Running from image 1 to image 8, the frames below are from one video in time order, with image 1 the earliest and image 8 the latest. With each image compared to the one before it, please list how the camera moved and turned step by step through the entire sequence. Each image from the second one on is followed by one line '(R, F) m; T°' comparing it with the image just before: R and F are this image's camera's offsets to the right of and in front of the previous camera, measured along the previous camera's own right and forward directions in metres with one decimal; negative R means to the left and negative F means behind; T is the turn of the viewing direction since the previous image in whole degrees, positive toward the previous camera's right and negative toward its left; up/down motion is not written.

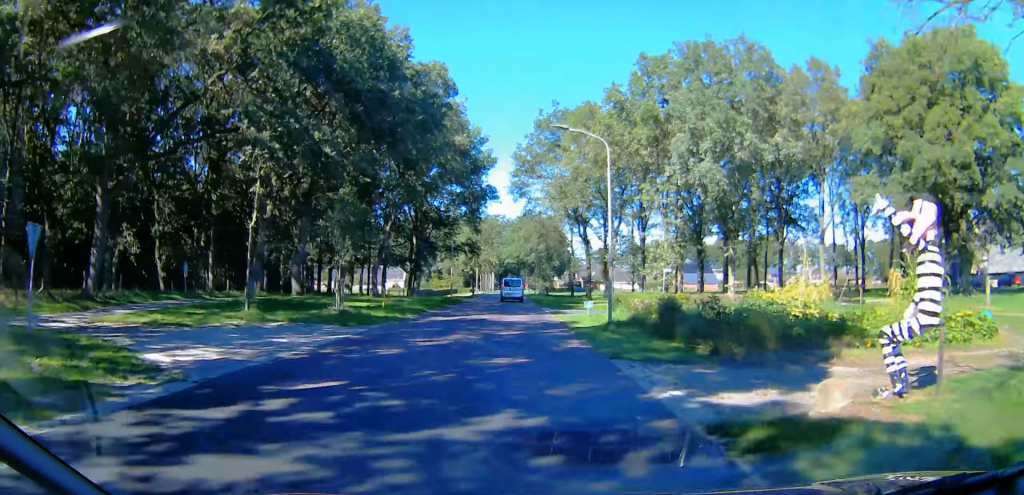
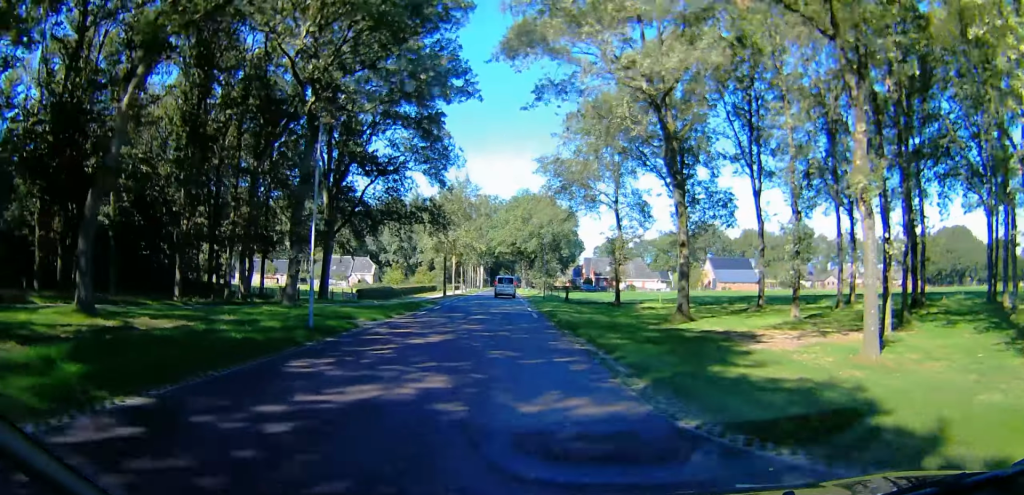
(+0.7, +34.7) m; +1°
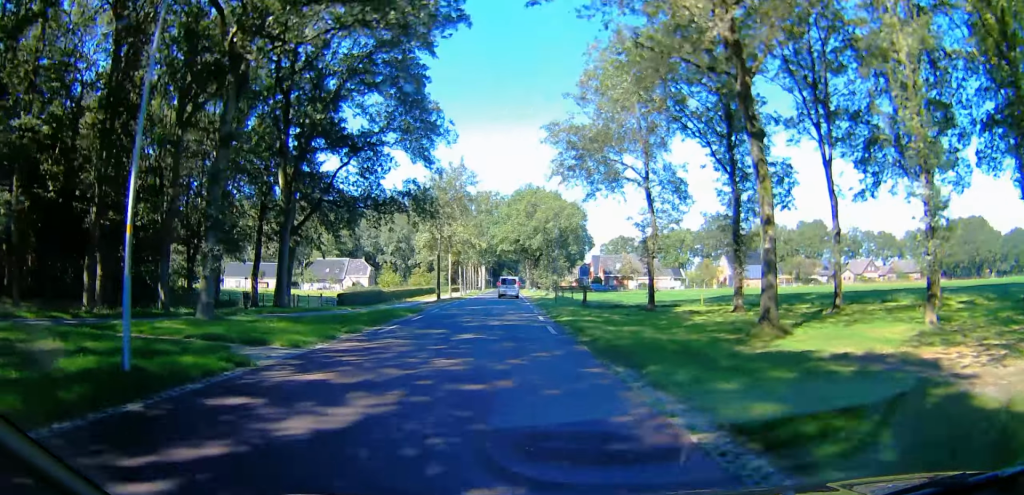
(0.0, +8.6) m; +1°
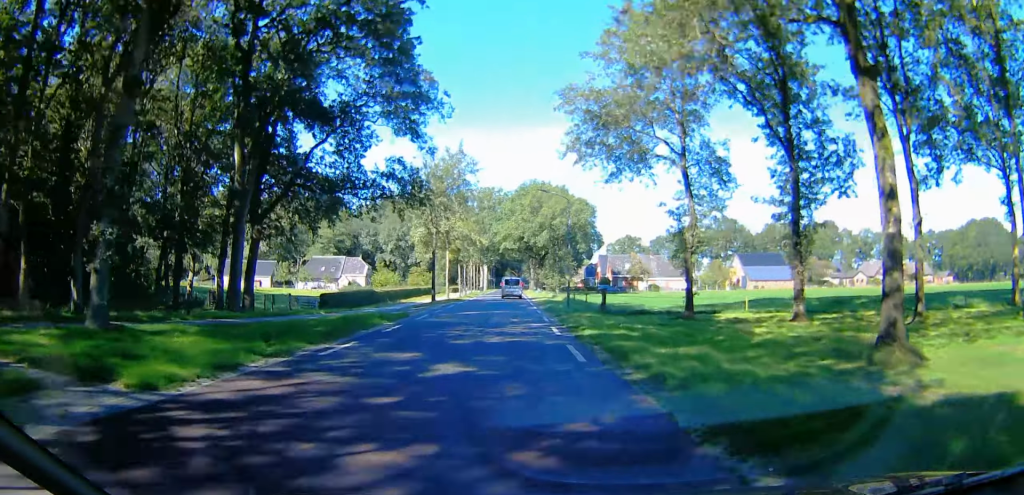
(-0.1, +6.2) m; +1°
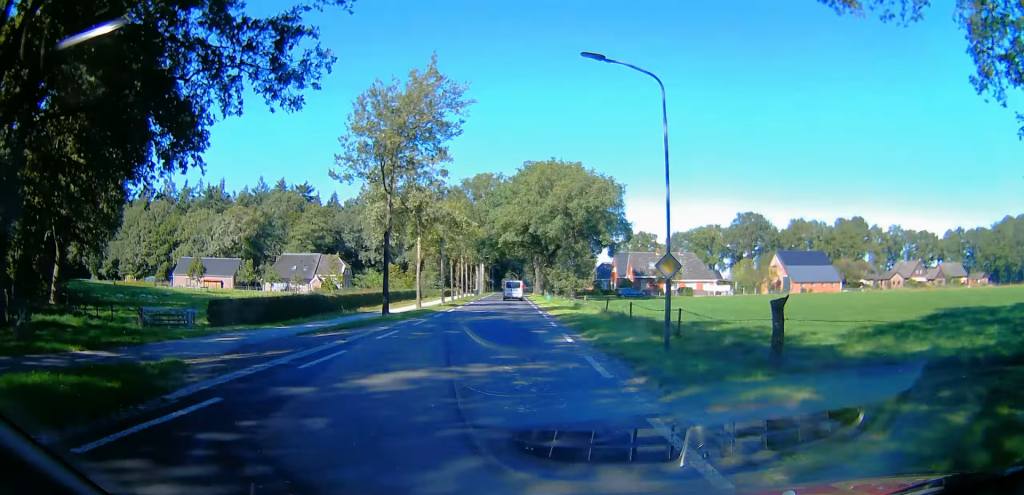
(+0.5, +19.7) m; +2°
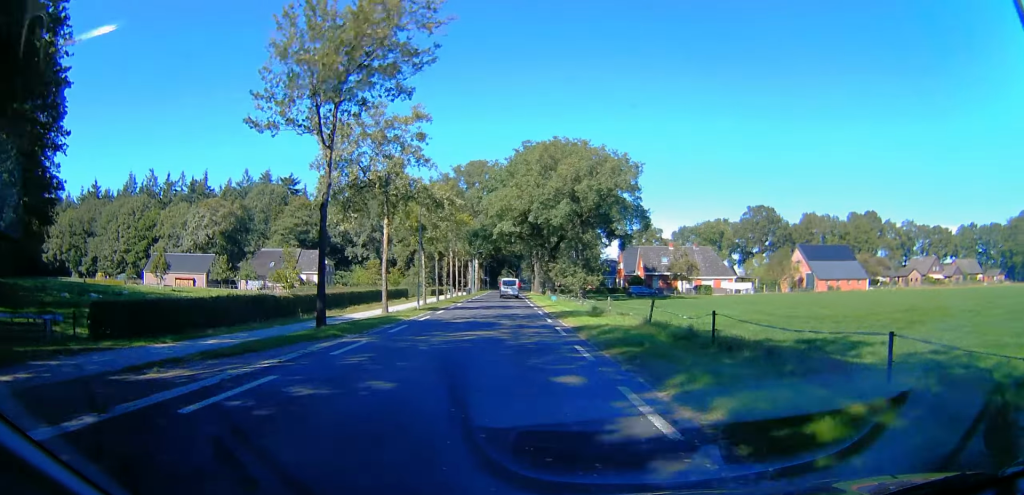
(0.0, +9.9) m; -1°
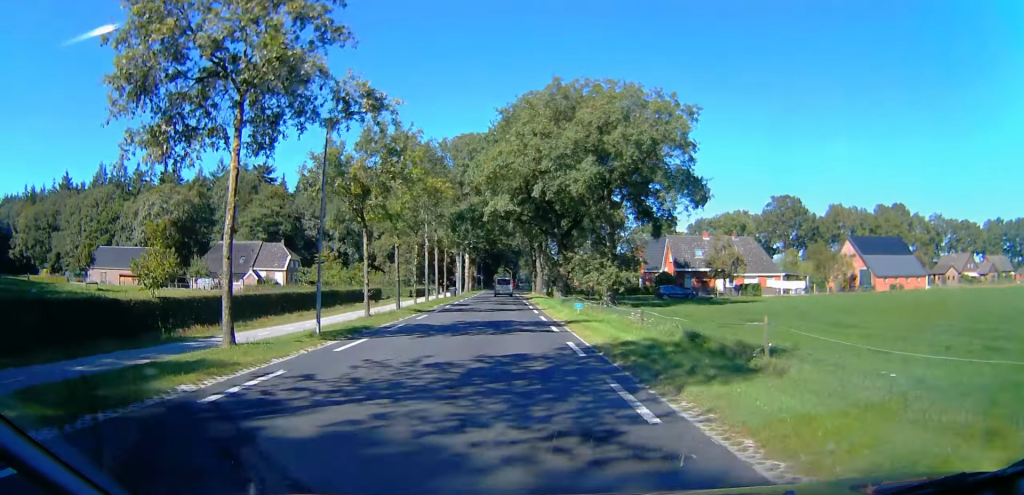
(-0.3, +16.8) m; -2°
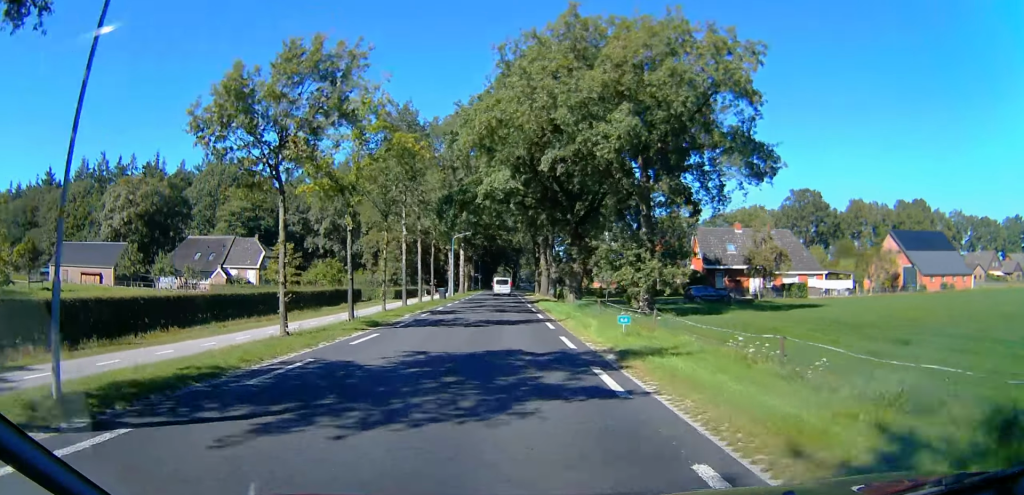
(-0.1, +10.1) m; 0°
